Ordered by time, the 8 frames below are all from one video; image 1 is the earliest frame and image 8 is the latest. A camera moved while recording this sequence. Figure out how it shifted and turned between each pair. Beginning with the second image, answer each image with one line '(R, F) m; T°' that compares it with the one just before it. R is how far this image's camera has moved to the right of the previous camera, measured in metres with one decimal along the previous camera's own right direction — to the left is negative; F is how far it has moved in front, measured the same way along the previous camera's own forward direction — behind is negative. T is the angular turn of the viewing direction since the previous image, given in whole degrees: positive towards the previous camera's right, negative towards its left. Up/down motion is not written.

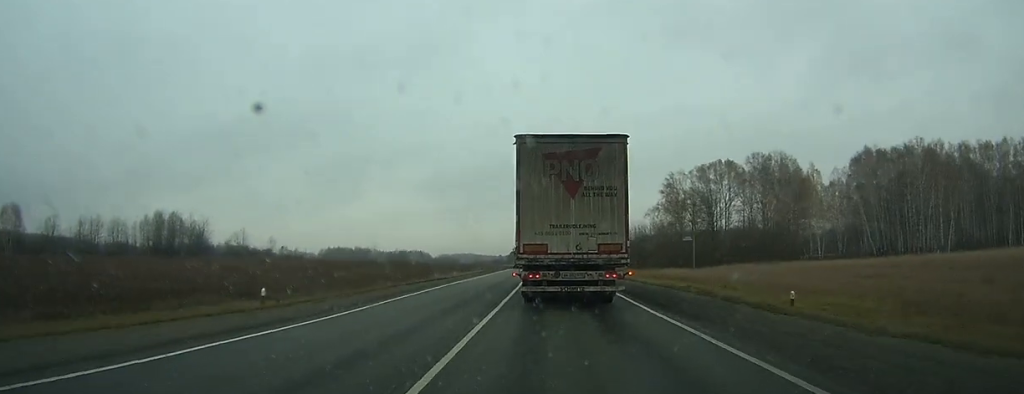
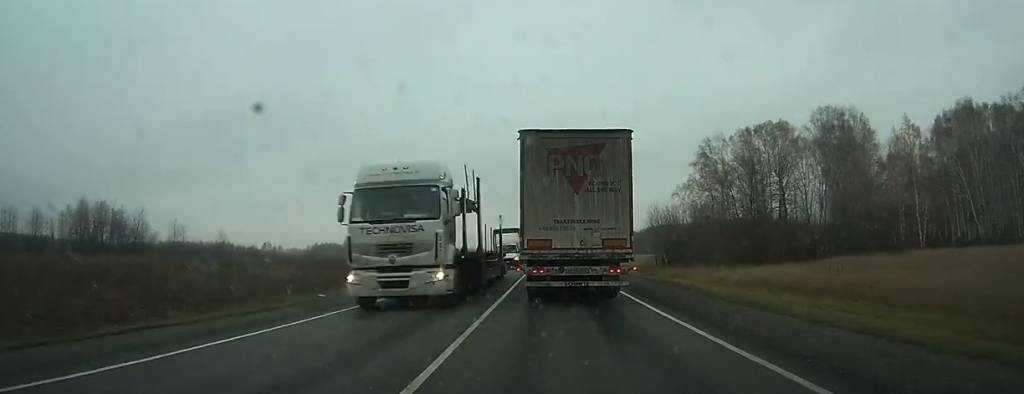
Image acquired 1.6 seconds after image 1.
(-0.1, +32.9) m; 0°
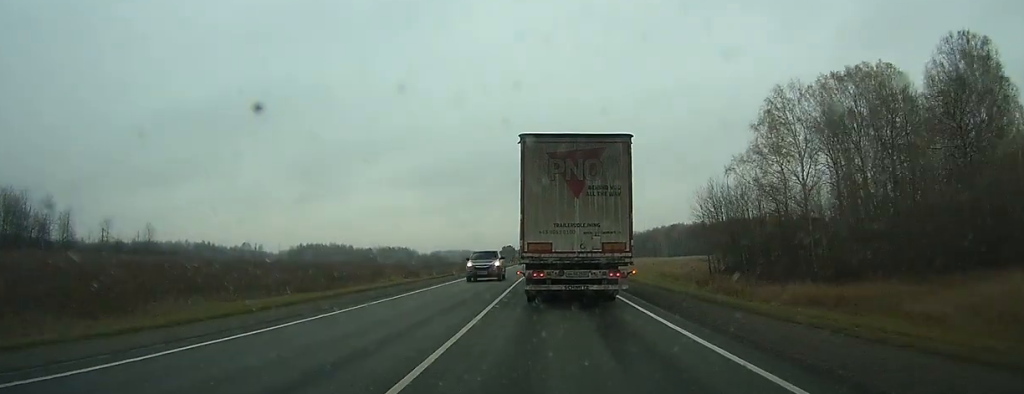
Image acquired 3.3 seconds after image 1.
(+0.1, +33.9) m; 0°
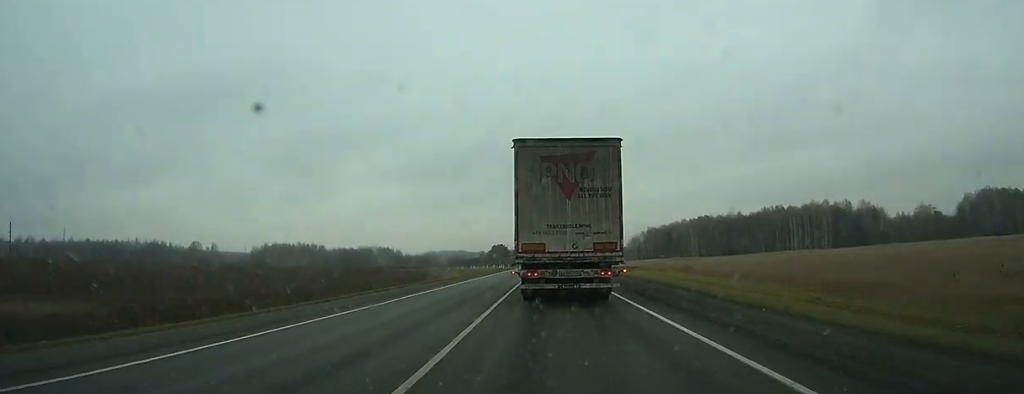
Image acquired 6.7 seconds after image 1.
(+0.4, +73.6) m; 0°
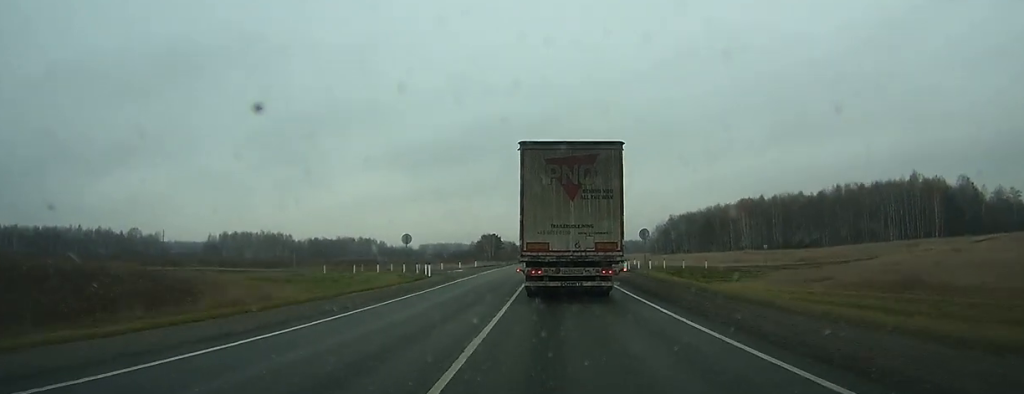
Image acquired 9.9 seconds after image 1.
(-0.3, +73.1) m; 0°
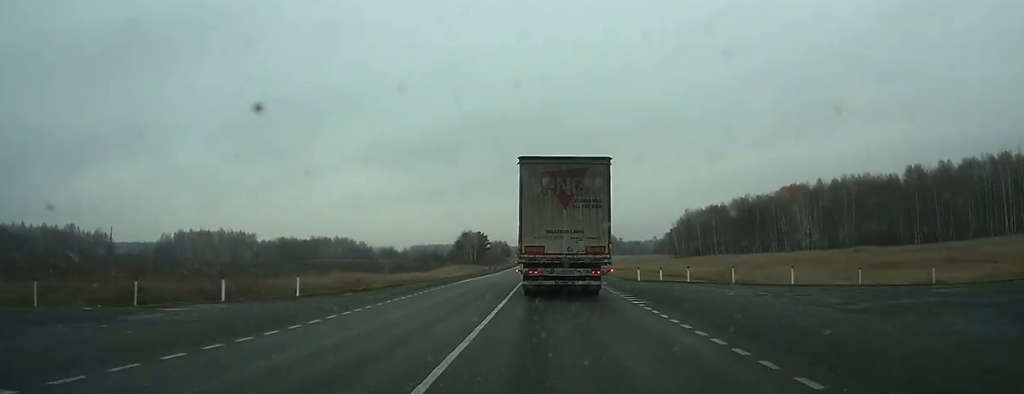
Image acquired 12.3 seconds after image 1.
(+0.2, +51.7) m; 0°
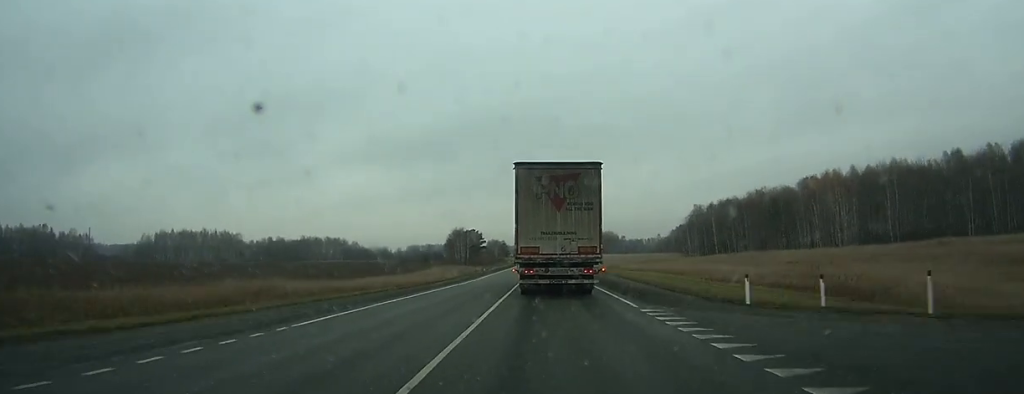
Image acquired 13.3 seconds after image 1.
(0.0, +20.2) m; 0°
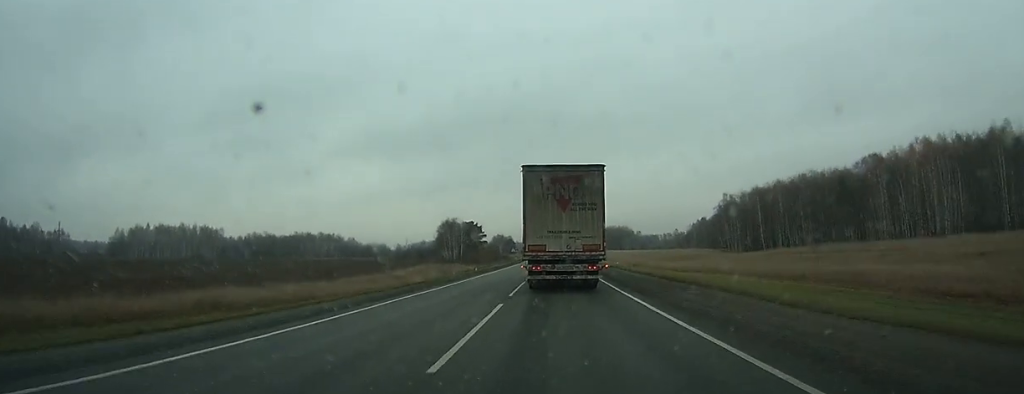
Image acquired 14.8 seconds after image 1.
(0.0, +33.7) m; 0°
